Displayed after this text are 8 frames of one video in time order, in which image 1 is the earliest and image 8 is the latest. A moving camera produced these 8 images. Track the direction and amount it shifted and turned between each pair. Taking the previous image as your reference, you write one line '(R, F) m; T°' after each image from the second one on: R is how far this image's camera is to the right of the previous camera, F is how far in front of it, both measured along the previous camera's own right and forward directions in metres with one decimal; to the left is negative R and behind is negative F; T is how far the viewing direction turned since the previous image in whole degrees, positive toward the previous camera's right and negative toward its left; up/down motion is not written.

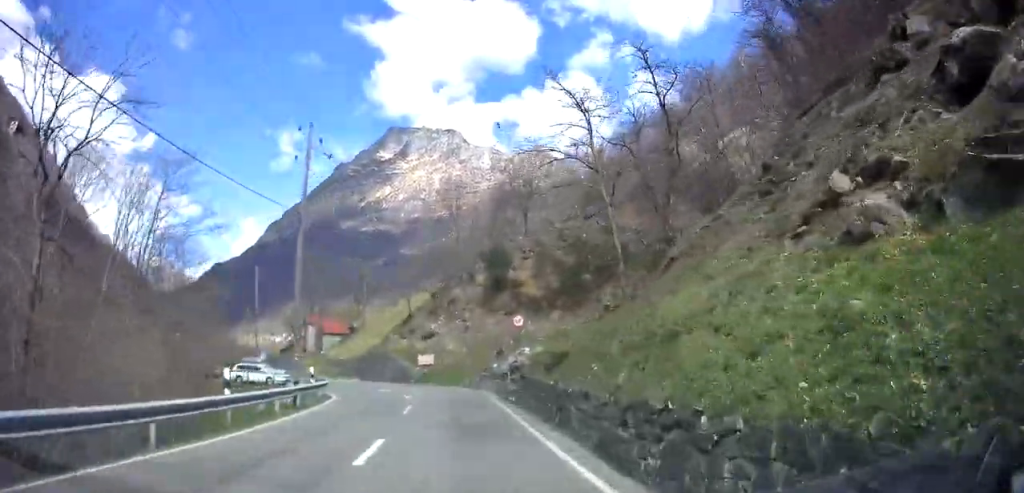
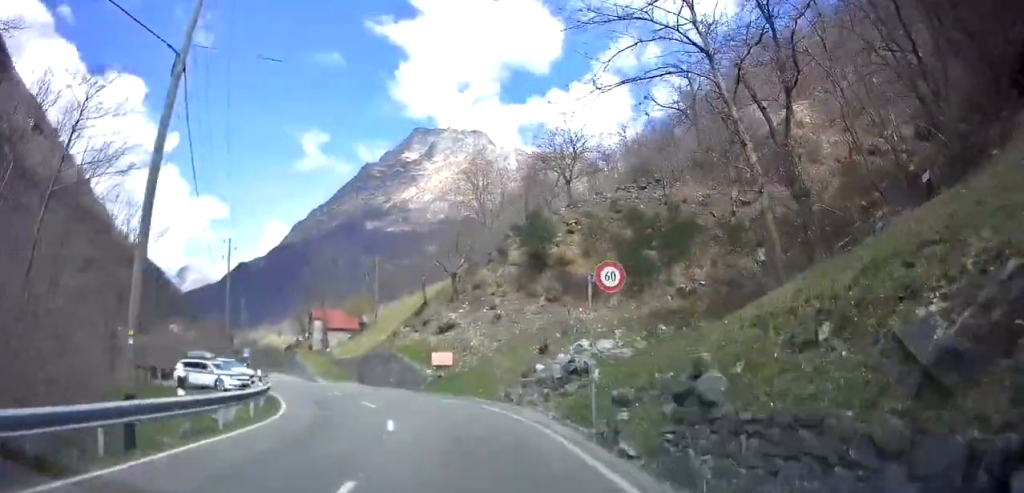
(-0.1, +12.3) m; -2°
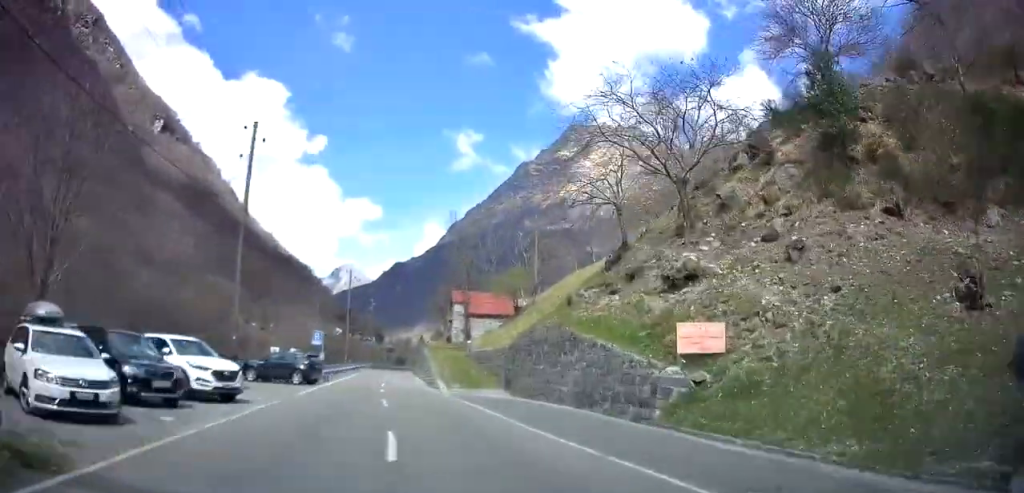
(-1.6, +21.3) m; -10°
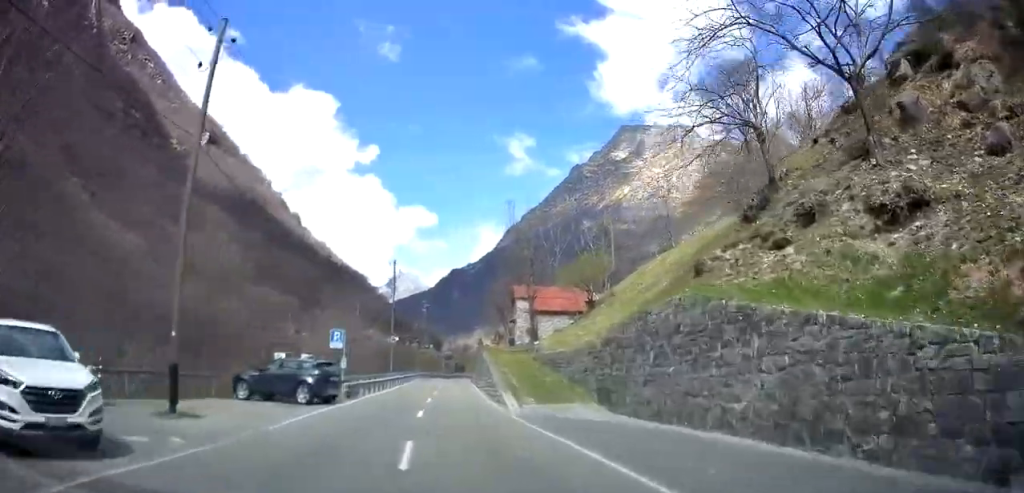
(-0.3, +9.1) m; -3°
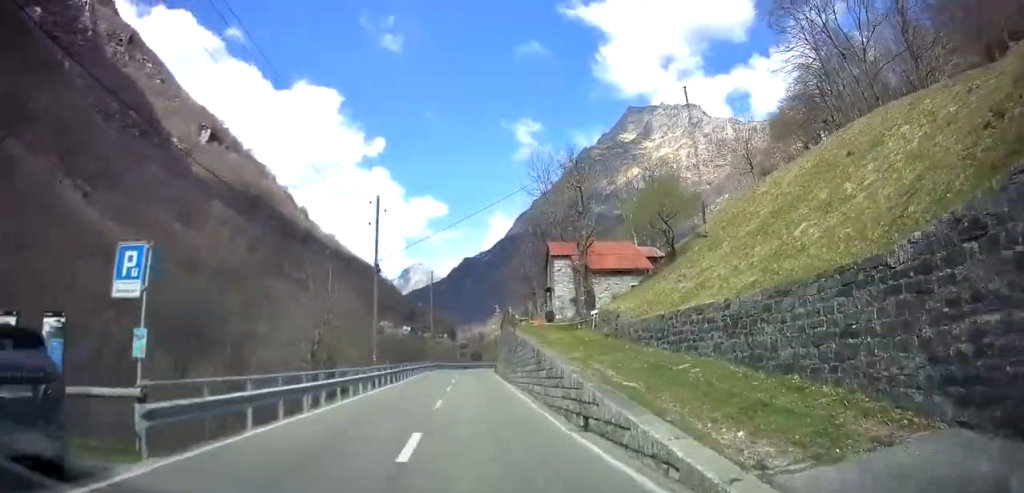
(-0.6, +17.0) m; -2°
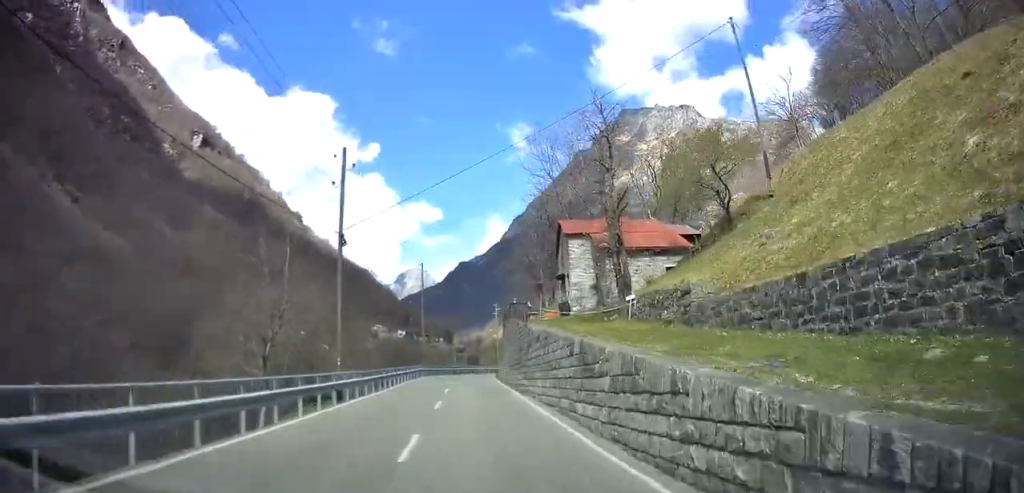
(0.0, +8.3) m; 0°
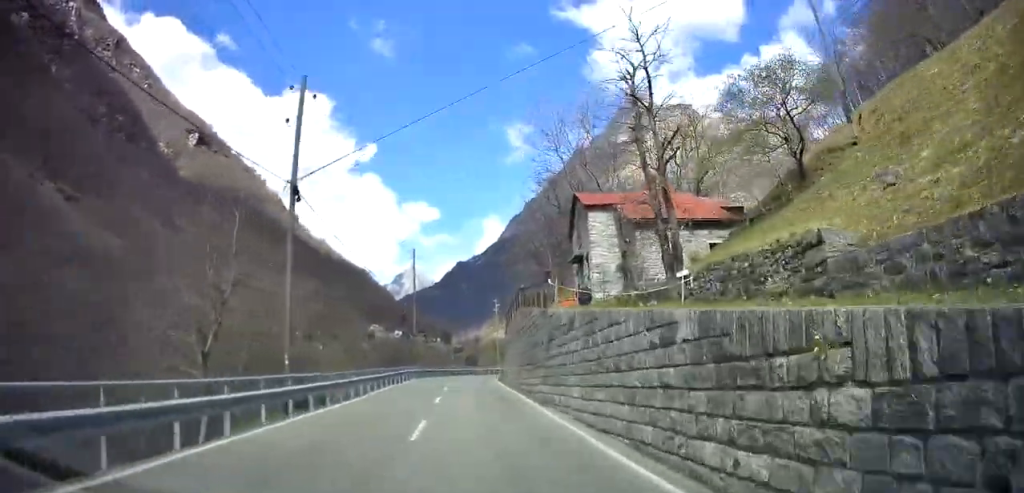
(0.0, +7.1) m; 0°
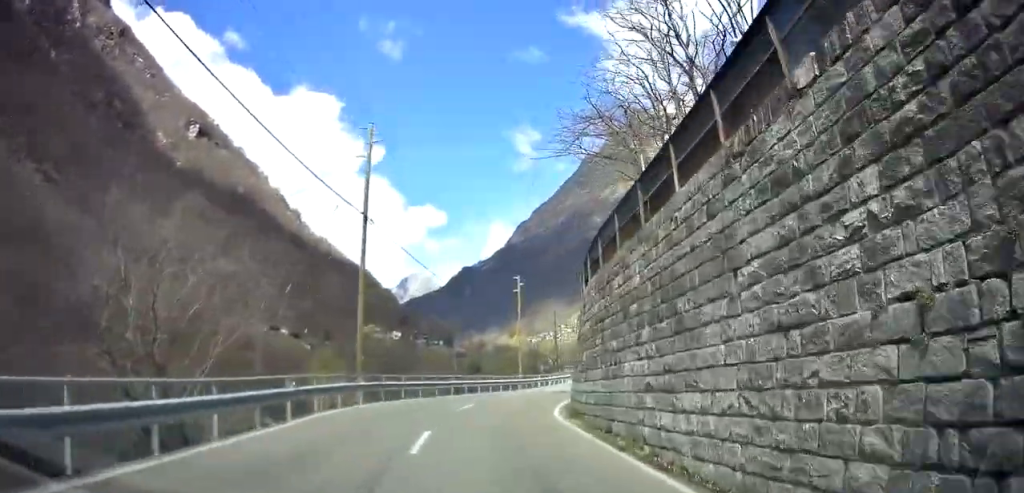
(-0.5, +27.8) m; -1°
